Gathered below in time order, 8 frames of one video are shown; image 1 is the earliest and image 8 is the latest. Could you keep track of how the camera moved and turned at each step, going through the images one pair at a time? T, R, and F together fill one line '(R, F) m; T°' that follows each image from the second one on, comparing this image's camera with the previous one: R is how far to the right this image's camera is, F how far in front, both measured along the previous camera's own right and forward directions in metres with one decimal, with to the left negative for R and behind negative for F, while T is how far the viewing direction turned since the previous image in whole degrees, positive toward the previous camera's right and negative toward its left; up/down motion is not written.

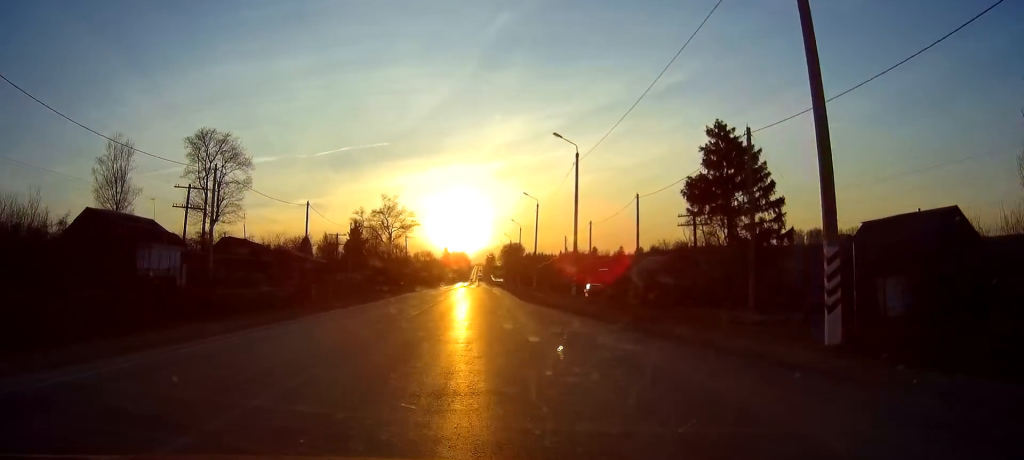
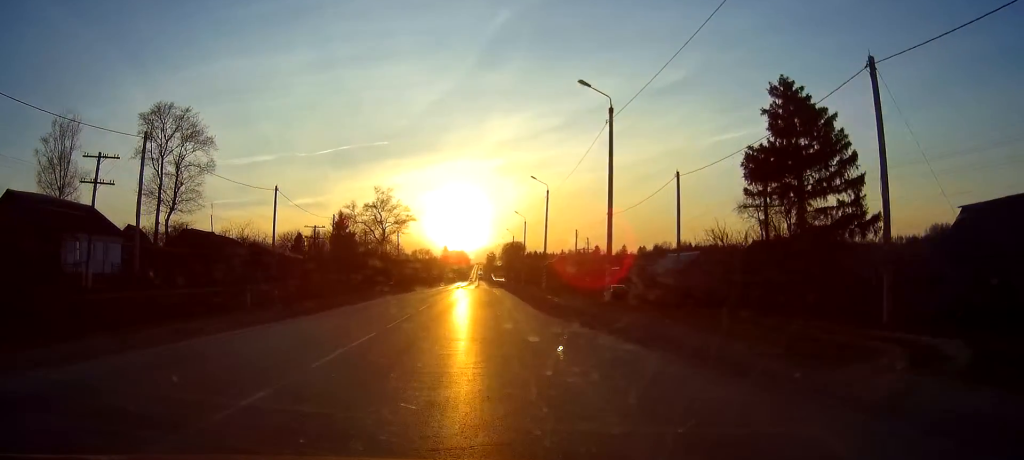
(0.0, +12.0) m; 0°
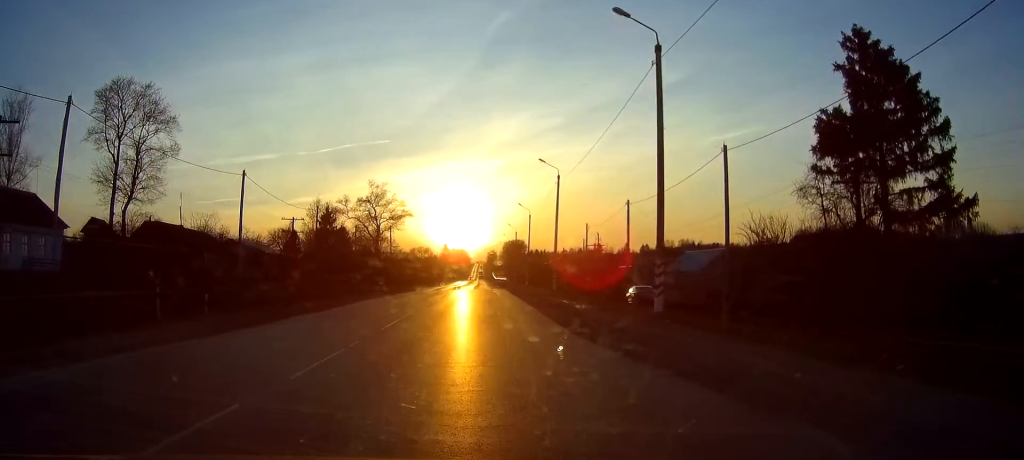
(+0.1, +9.2) m; 0°
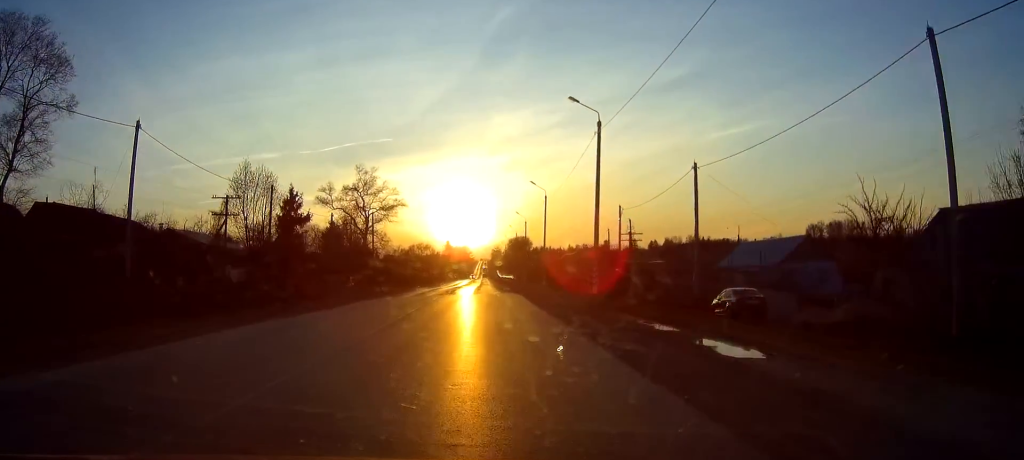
(0.0, +19.1) m; 0°
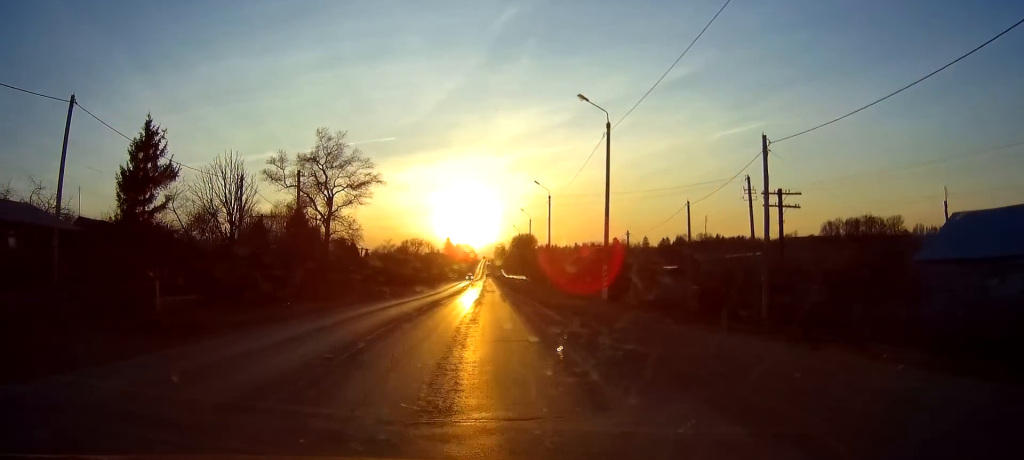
(-0.3, +34.4) m; 0°
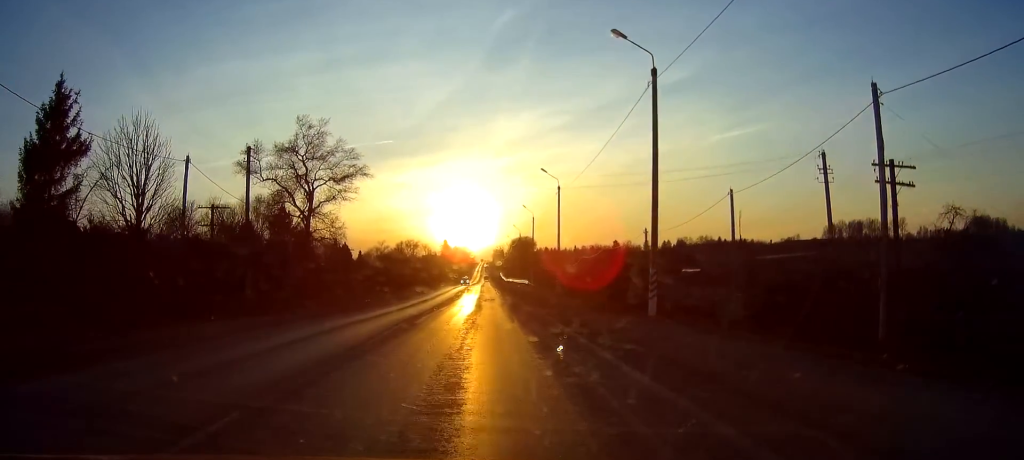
(0.0, +10.5) m; 0°
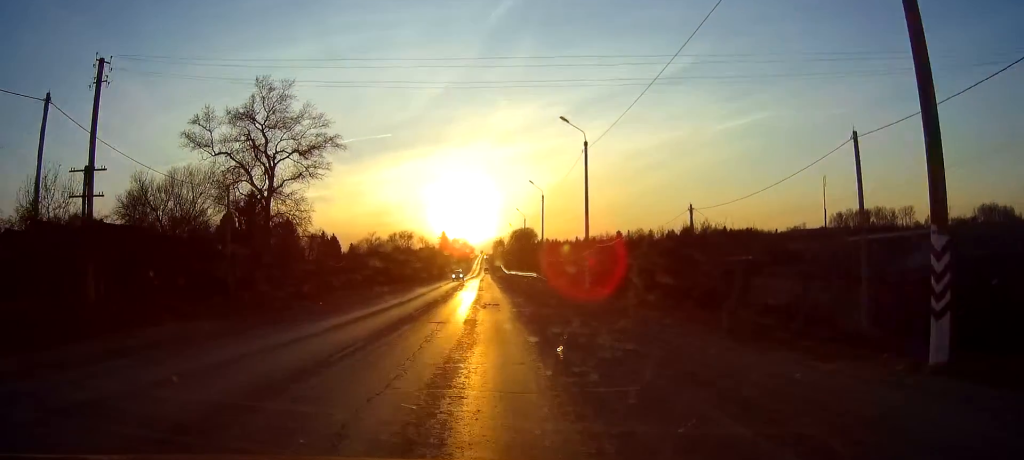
(0.0, +16.8) m; 0°
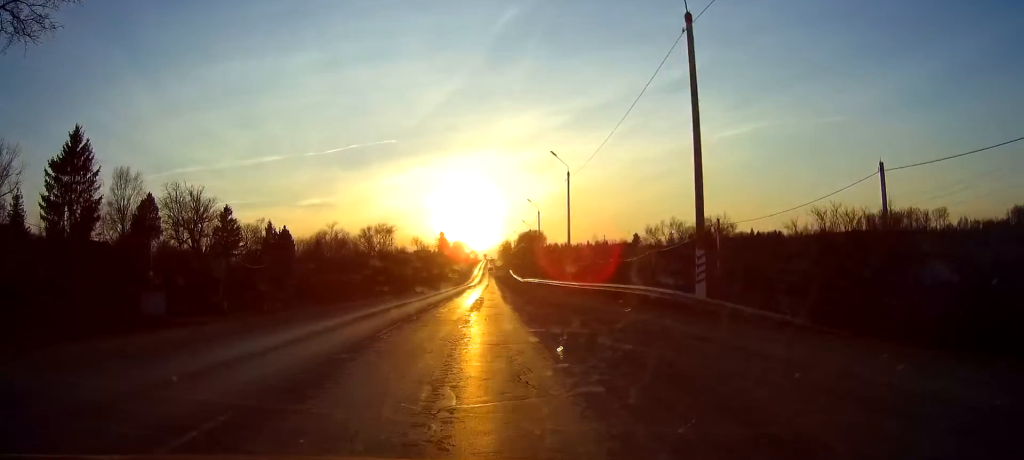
(+0.2, +55.4) m; 0°
